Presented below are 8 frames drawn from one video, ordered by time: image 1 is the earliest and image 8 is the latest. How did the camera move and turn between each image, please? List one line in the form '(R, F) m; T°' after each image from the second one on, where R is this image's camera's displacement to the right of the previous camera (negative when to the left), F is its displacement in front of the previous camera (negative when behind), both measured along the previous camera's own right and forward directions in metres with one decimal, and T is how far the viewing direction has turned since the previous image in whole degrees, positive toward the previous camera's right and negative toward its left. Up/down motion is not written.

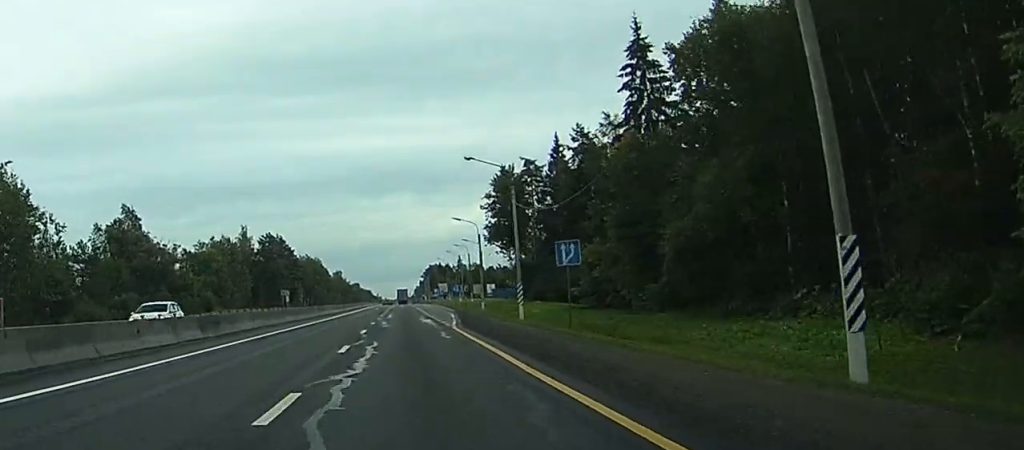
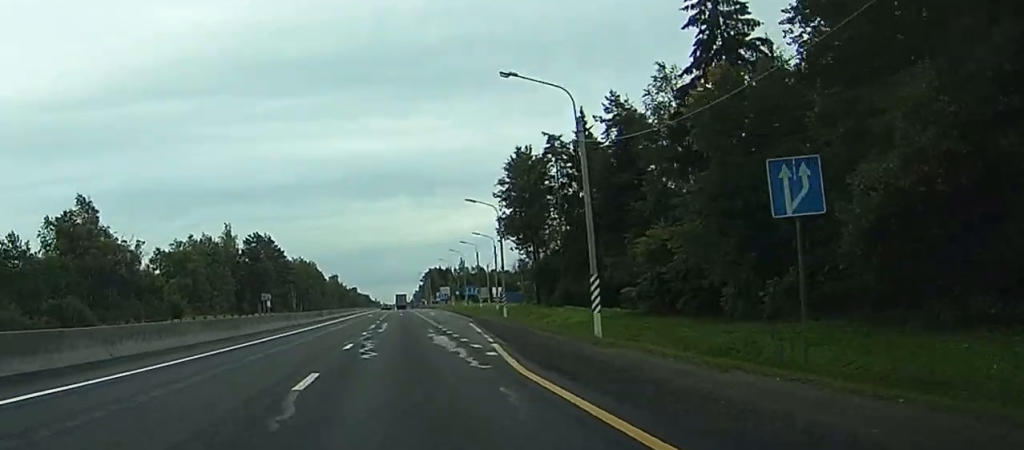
(+0.1, +19.5) m; +1°
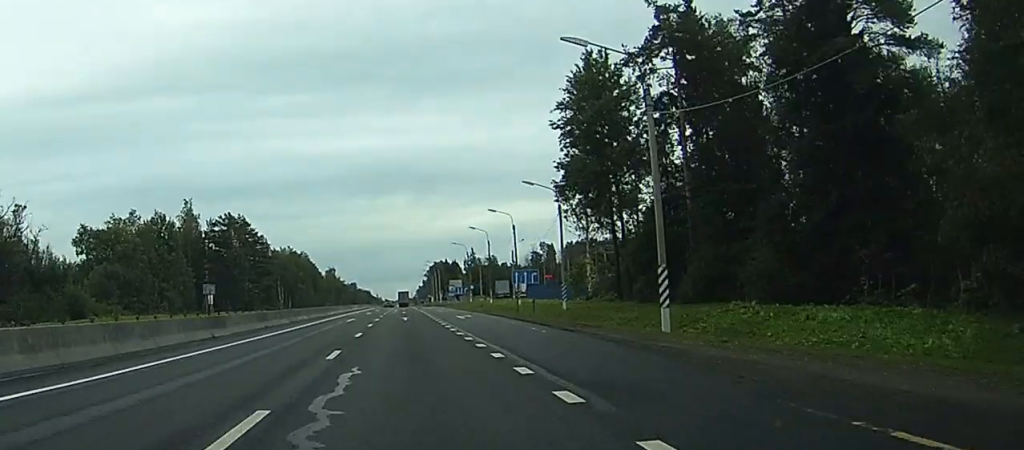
(+0.2, +40.8) m; -3°
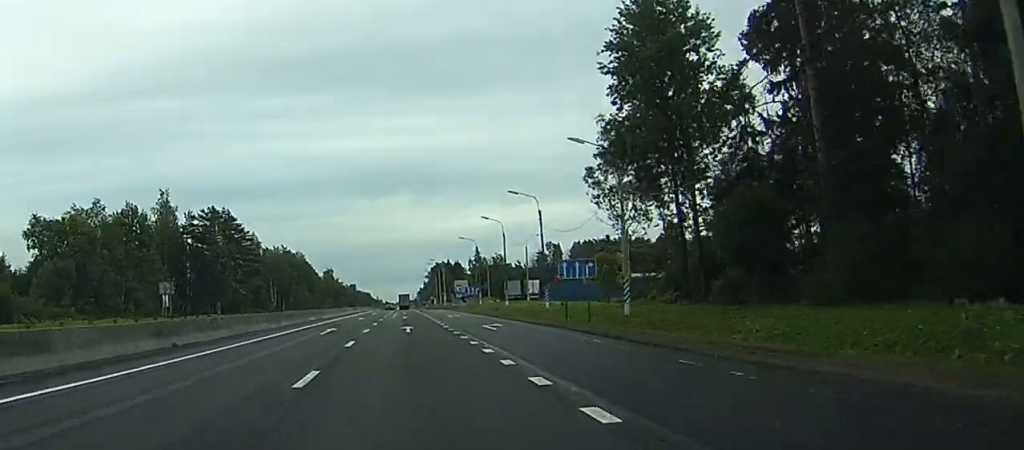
(-1.2, +17.4) m; -1°
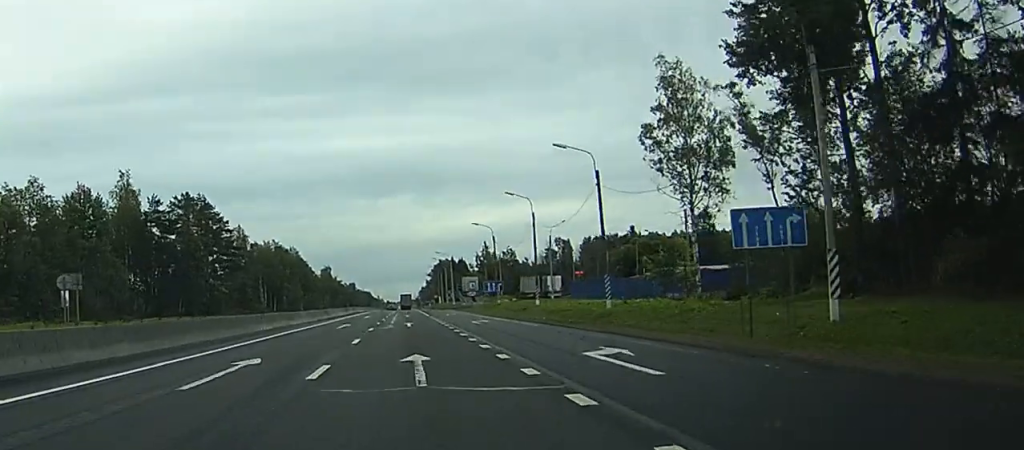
(+0.9, +22.5) m; +2°
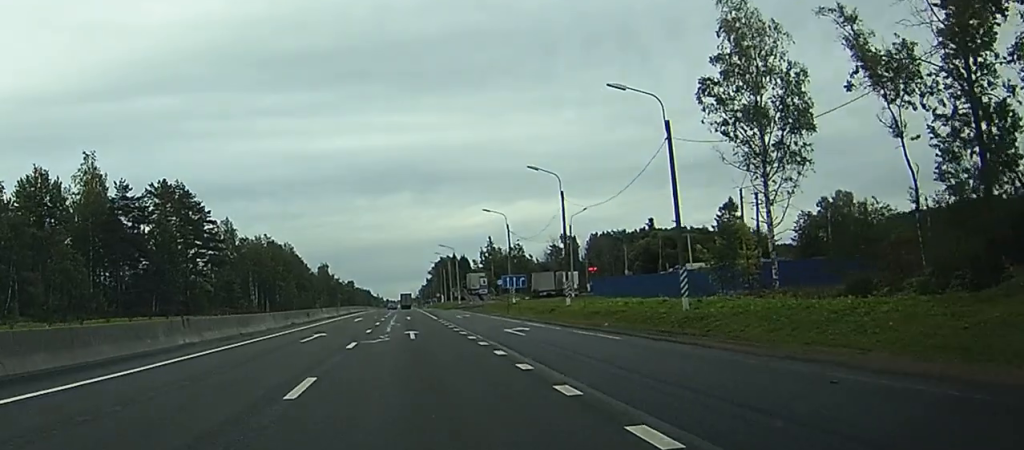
(0.0, +15.0) m; 0°
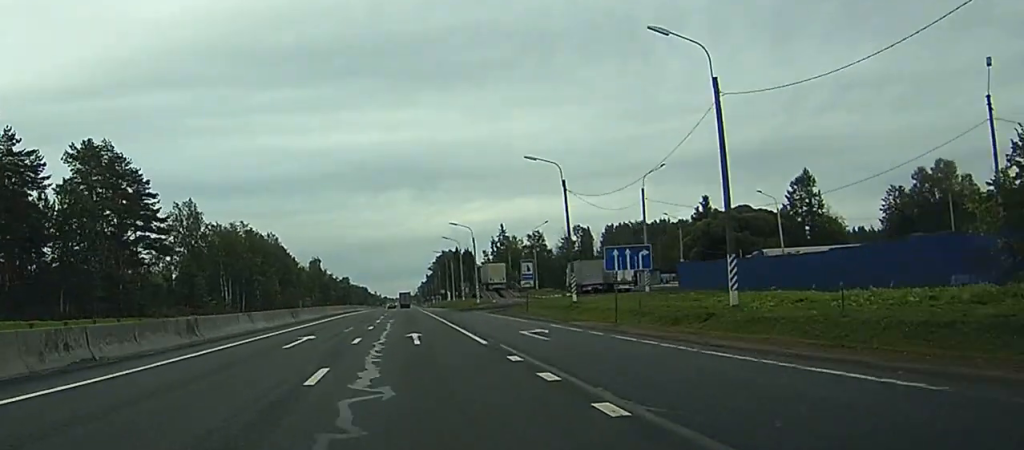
(+0.1, +35.0) m; 0°
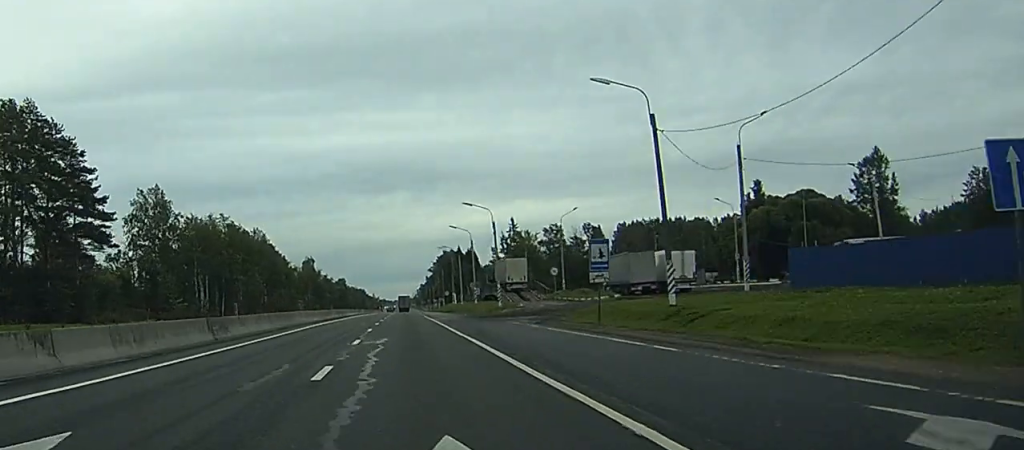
(+0.1, +23.2) m; 0°
